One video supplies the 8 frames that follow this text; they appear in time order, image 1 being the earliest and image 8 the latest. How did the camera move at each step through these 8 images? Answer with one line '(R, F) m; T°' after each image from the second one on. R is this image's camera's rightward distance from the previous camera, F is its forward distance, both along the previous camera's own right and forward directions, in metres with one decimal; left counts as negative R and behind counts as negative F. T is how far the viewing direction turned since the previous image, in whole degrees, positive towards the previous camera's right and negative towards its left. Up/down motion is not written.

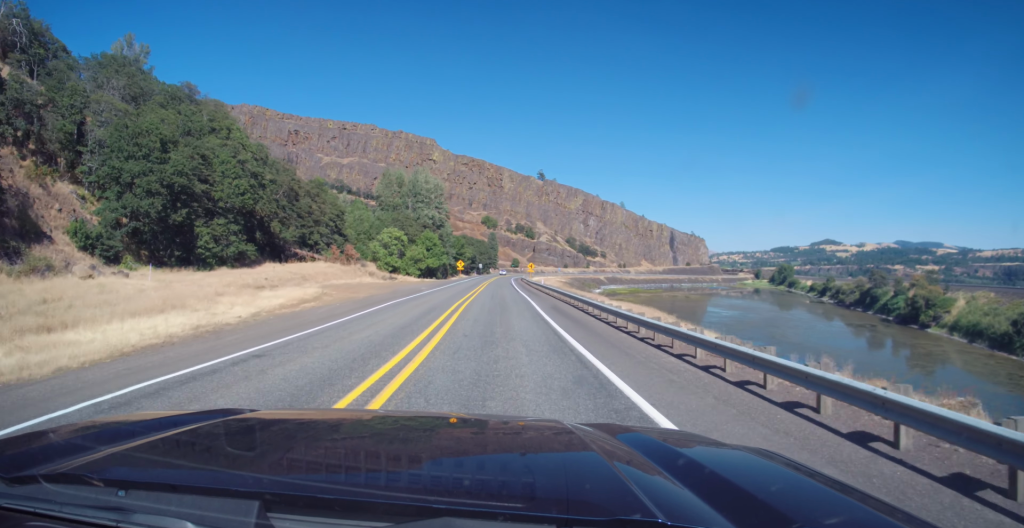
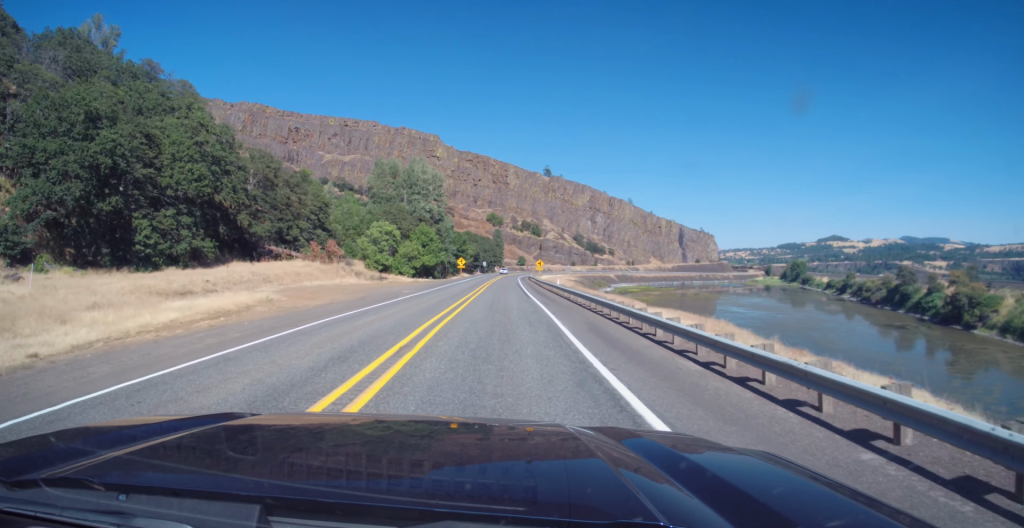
(-0.1, +14.0) m; -1°
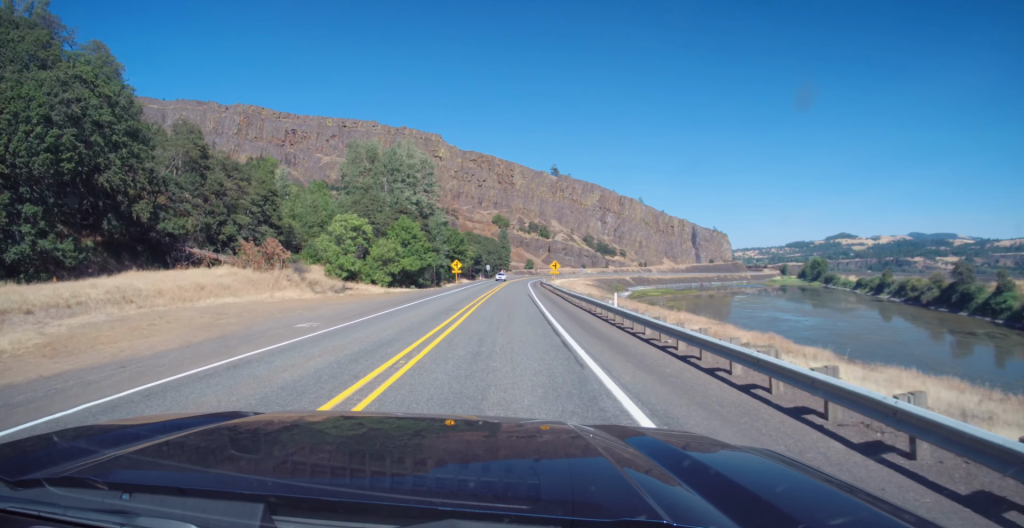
(+0.1, +25.0) m; -1°
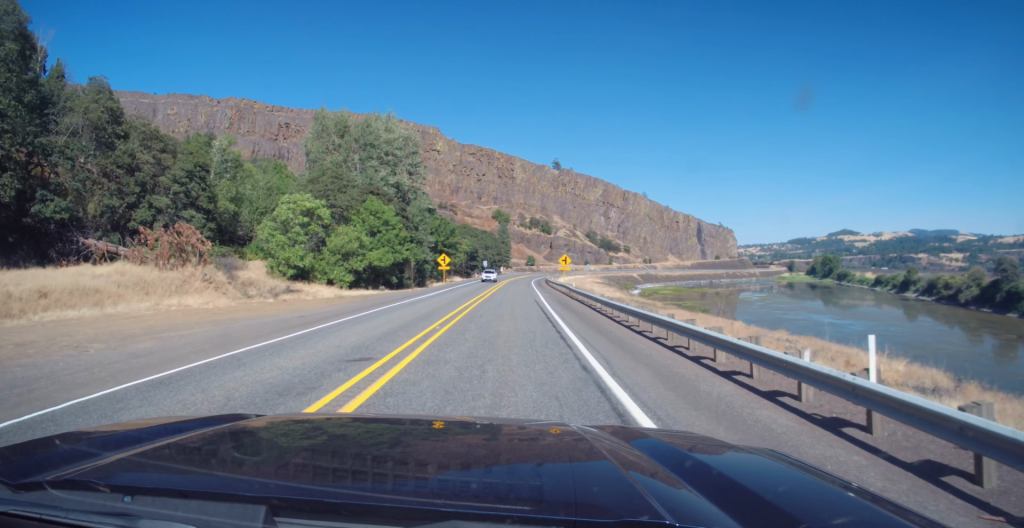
(-0.3, +17.8) m; 0°
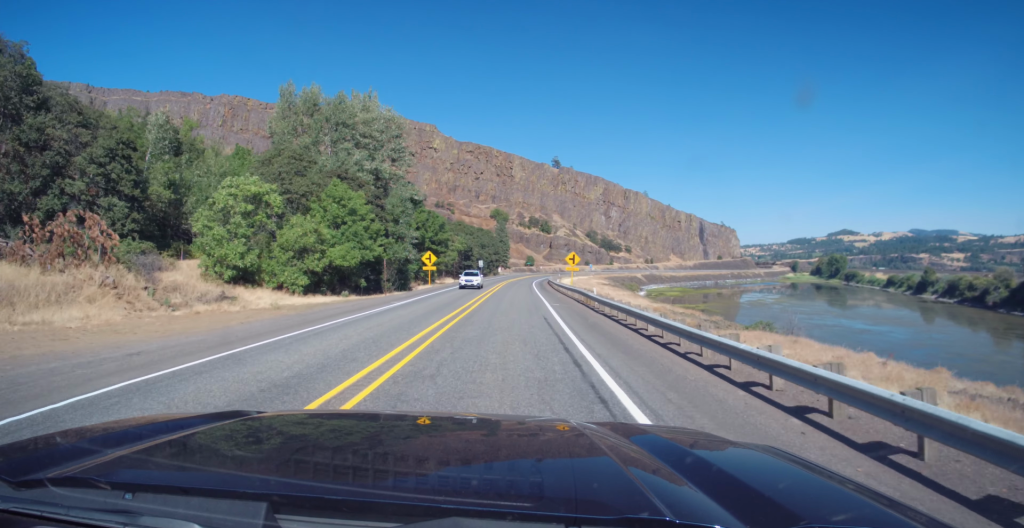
(-0.3, +13.0) m; 0°
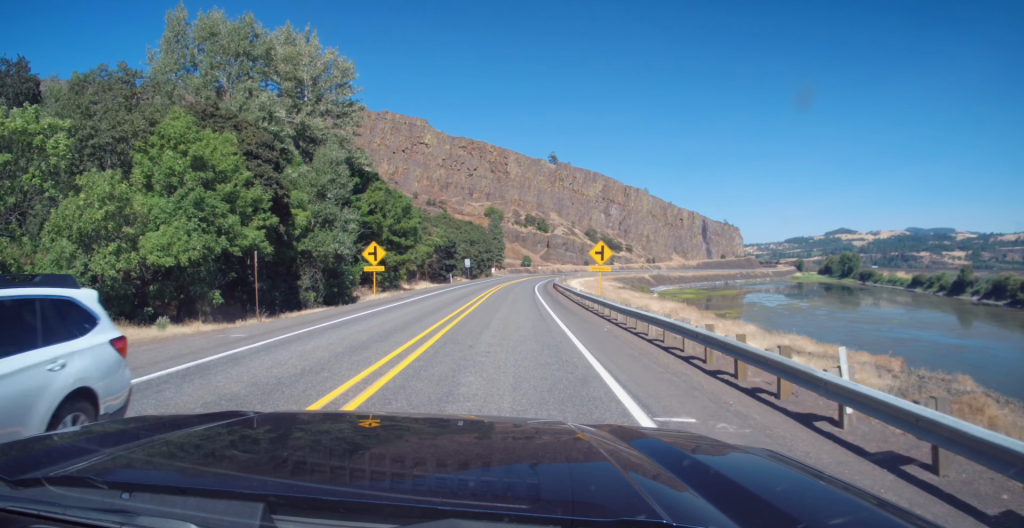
(+0.4, +24.8) m; +1°
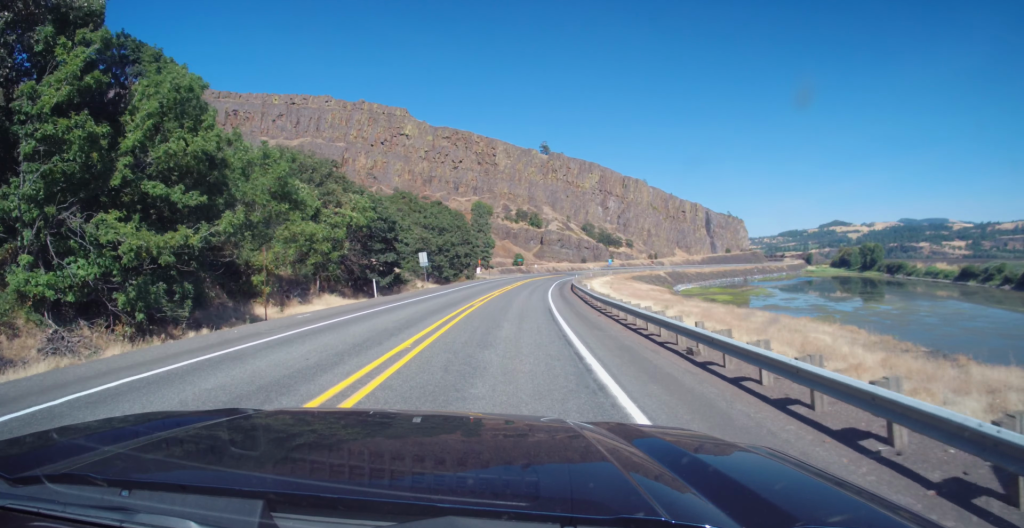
(+0.1, +41.0) m; 0°
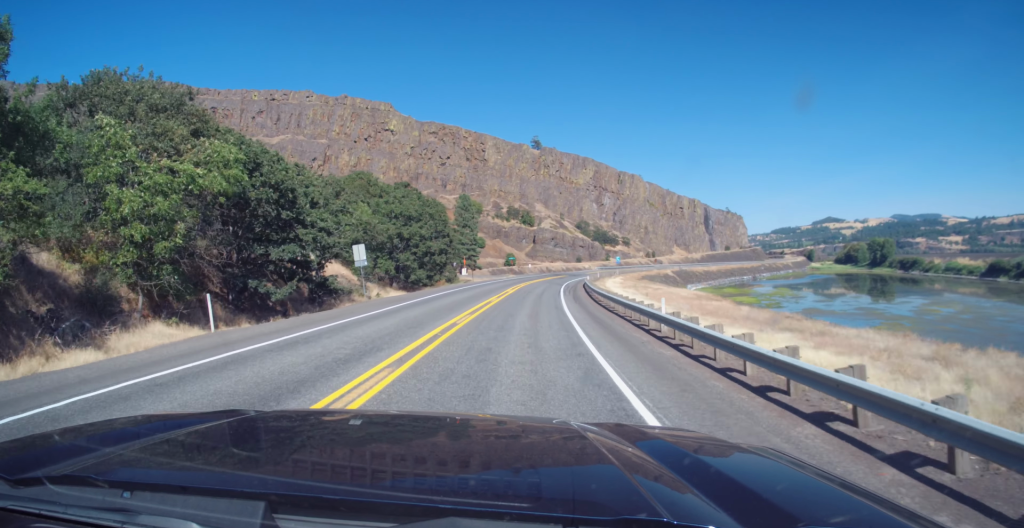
(0.0, +21.9) m; 0°
